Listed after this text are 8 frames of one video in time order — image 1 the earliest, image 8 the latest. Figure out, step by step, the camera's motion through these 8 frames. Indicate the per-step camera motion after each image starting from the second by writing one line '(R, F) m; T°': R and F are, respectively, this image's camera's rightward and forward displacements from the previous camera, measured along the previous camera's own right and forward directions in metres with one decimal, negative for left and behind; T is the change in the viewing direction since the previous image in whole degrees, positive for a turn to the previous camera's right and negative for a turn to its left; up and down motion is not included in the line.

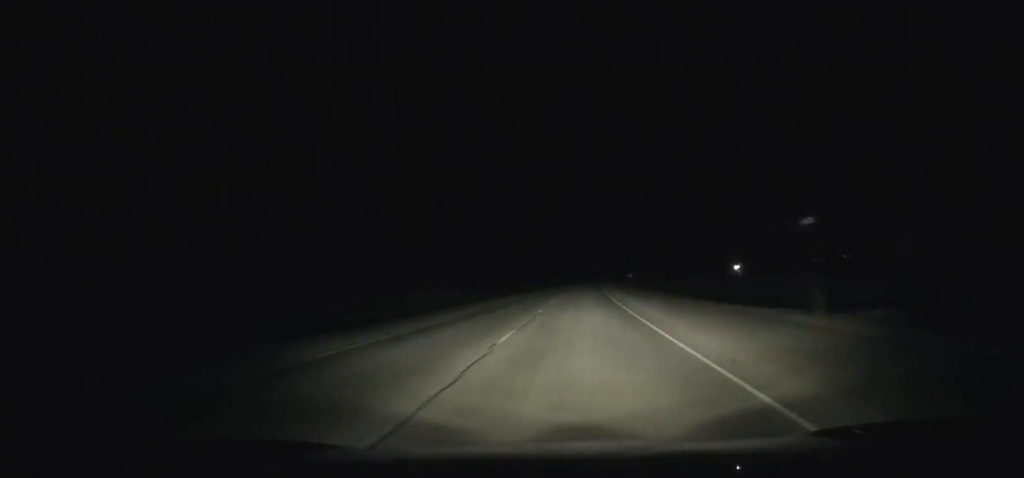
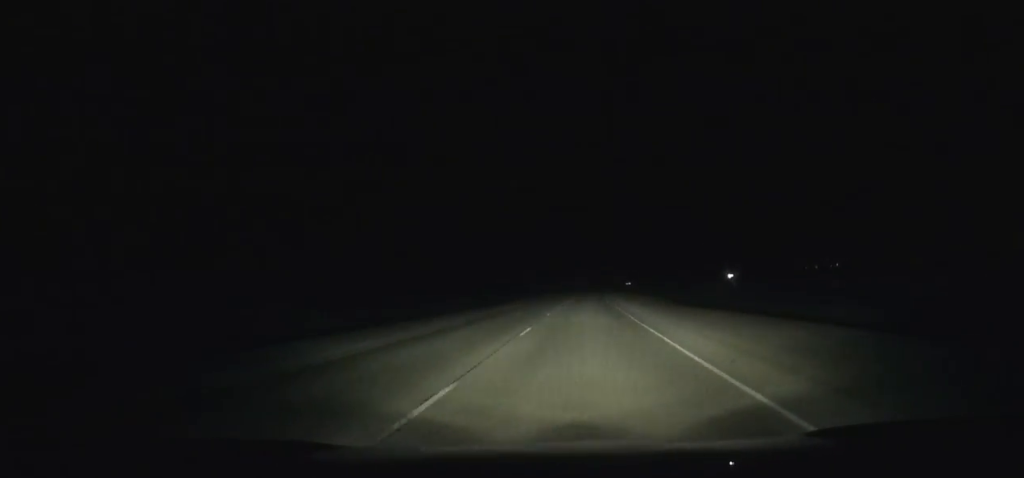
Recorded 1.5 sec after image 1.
(0.0, +44.2) m; +1°
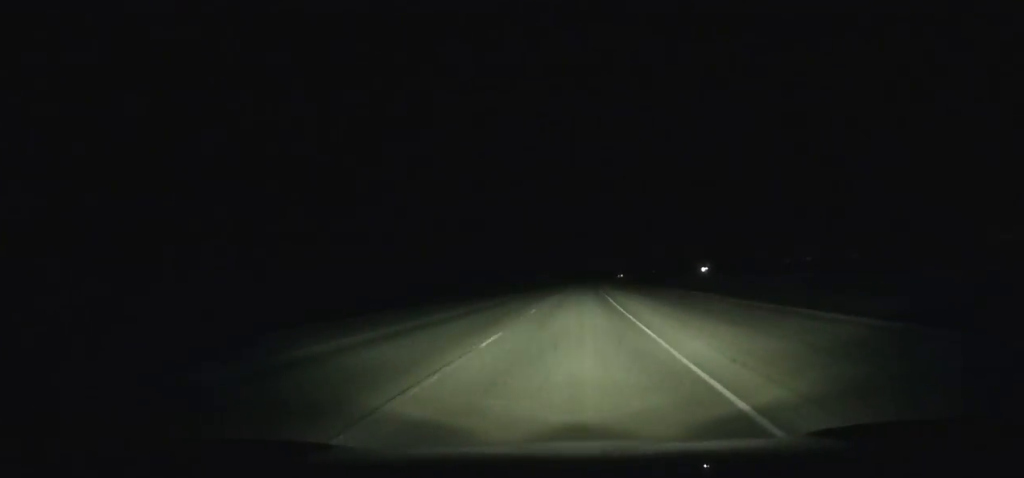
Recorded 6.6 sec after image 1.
(+4.5, +150.5) m; +3°
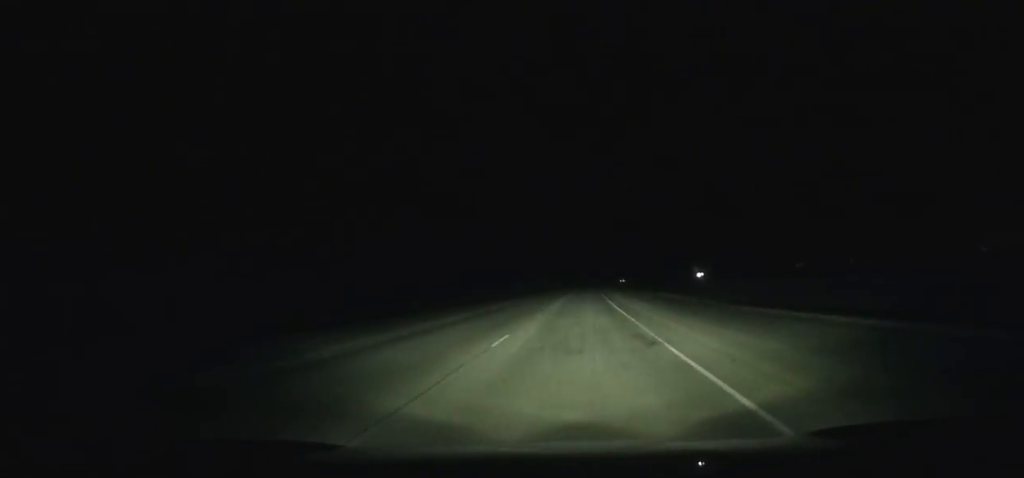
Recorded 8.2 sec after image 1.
(+0.3, +47.4) m; 0°
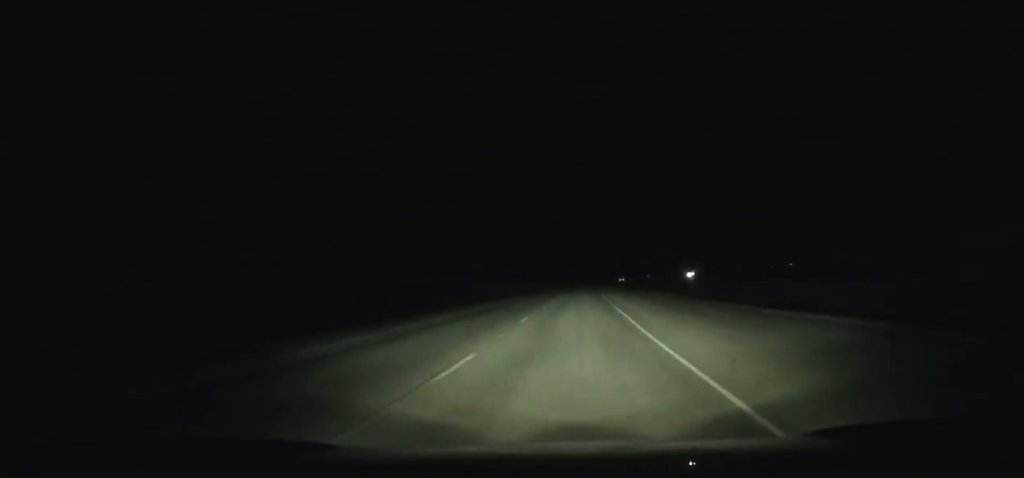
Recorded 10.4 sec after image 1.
(+0.1, +65.6) m; +1°
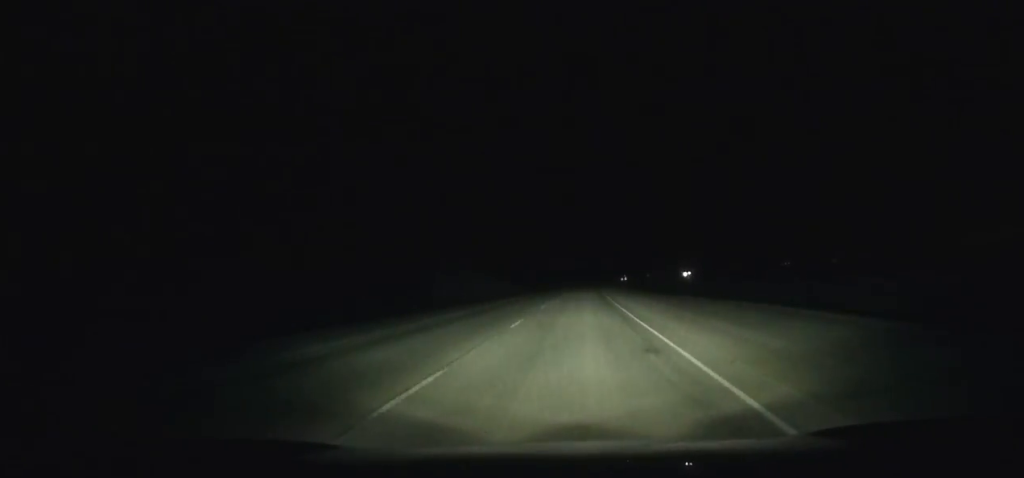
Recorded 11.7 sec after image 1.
(+0.1, +39.0) m; +1°
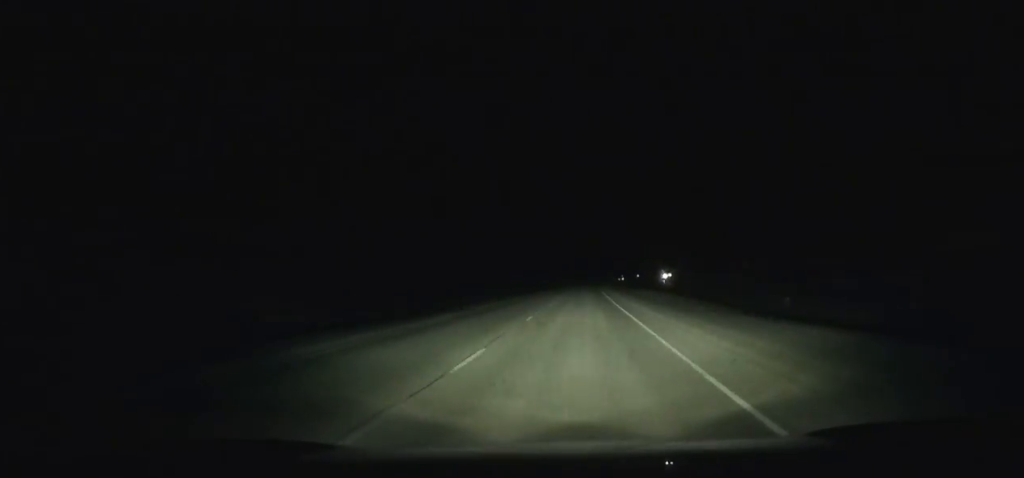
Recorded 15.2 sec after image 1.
(+2.4, +105.7) m; +2°
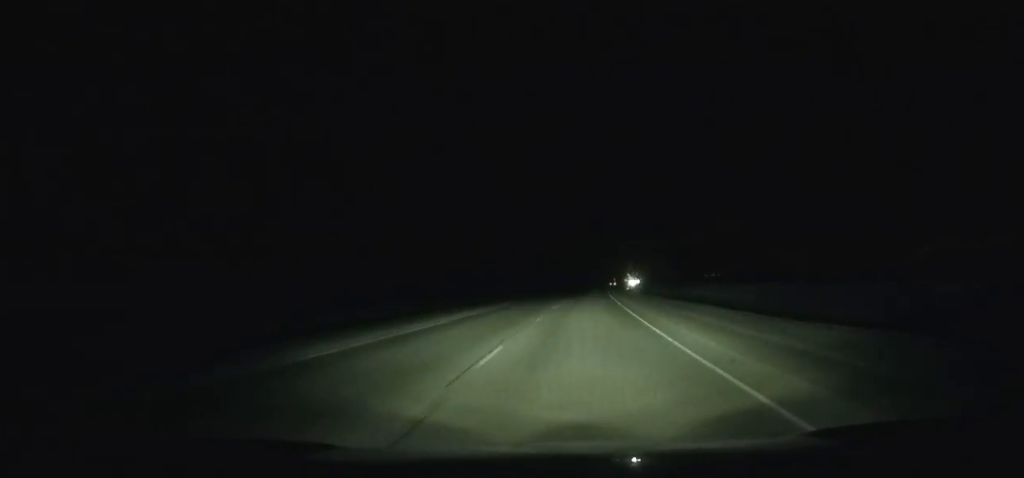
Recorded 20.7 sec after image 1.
(+5.0, +168.4) m; +4°
